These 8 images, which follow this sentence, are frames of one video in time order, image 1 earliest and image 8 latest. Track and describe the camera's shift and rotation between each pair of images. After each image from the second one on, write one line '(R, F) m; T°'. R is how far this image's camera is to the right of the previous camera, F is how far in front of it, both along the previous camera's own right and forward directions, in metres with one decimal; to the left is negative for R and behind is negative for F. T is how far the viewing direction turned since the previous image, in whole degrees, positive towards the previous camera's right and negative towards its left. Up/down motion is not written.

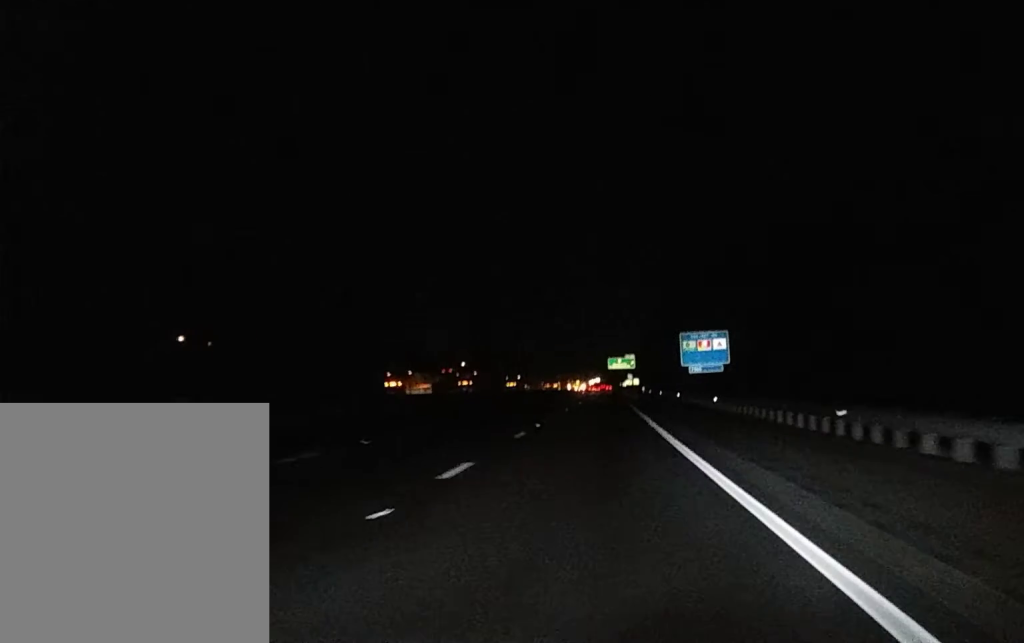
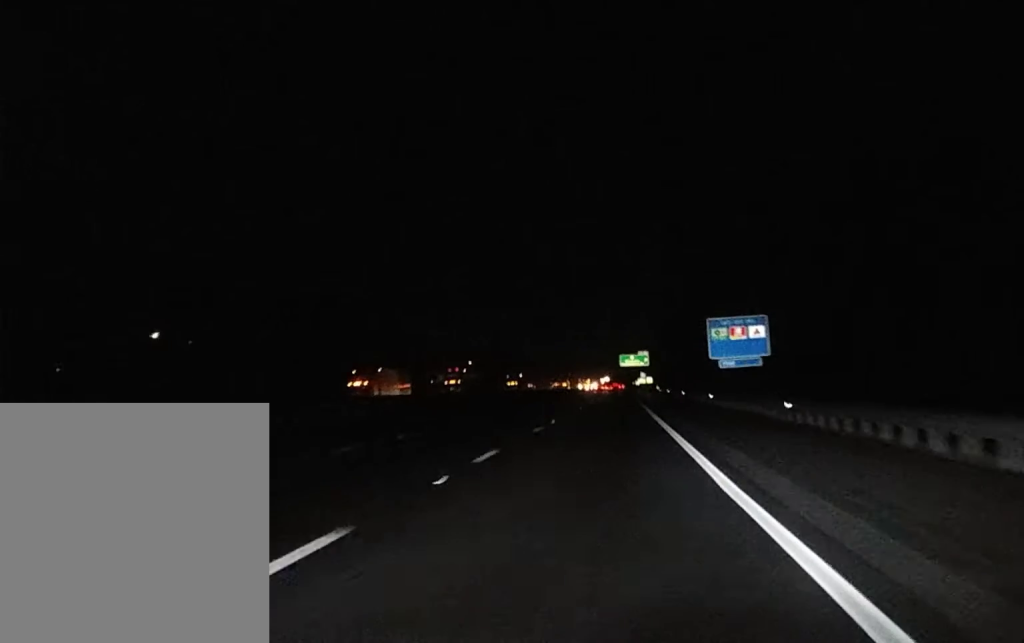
(0.0, +21.9) m; 0°
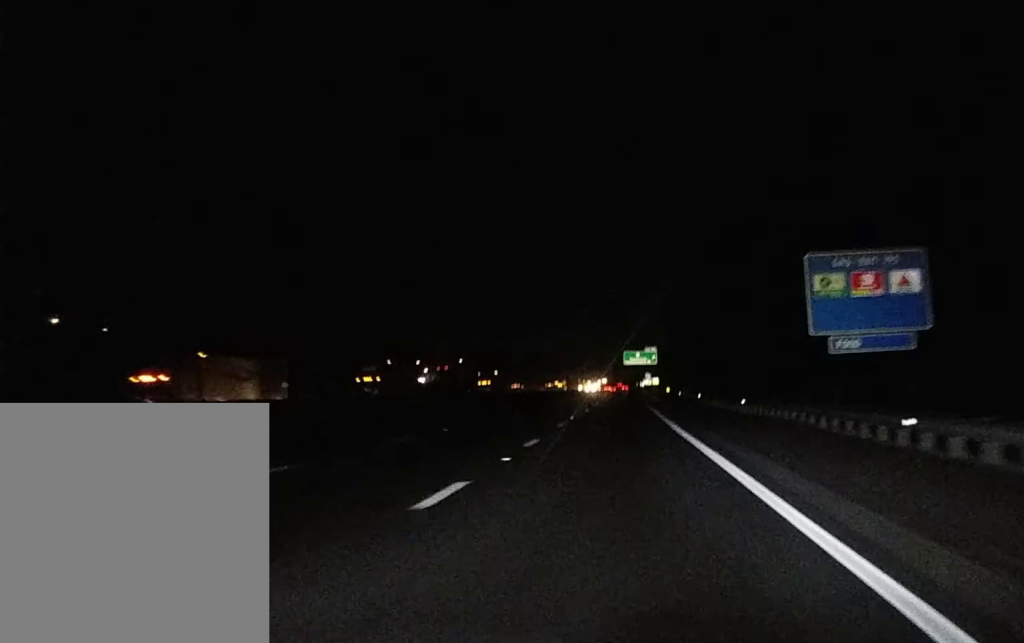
(-0.4, +42.5) m; 0°
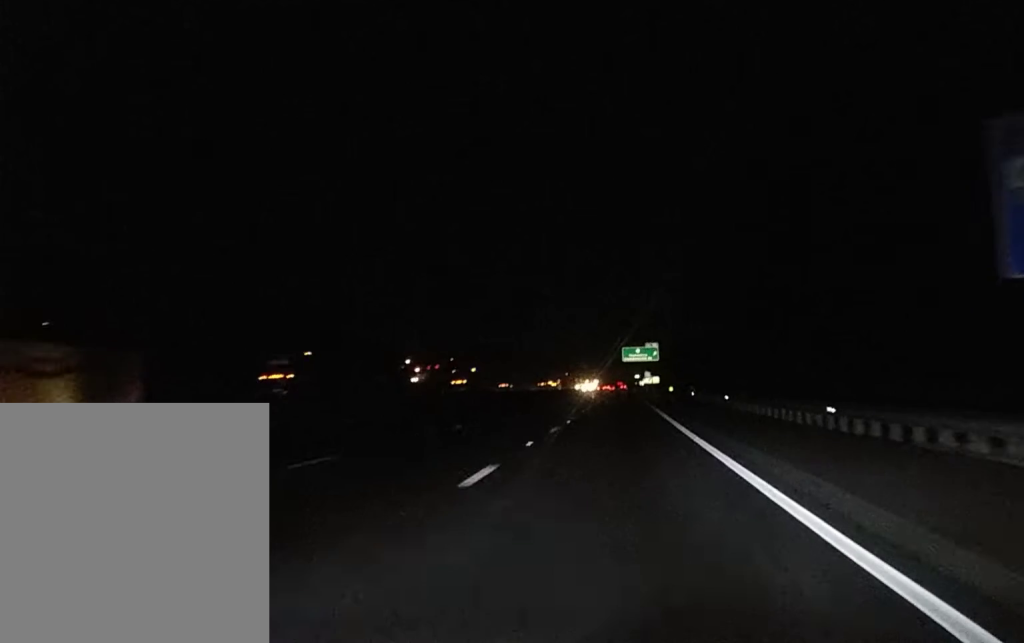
(+0.1, +22.3) m; 0°
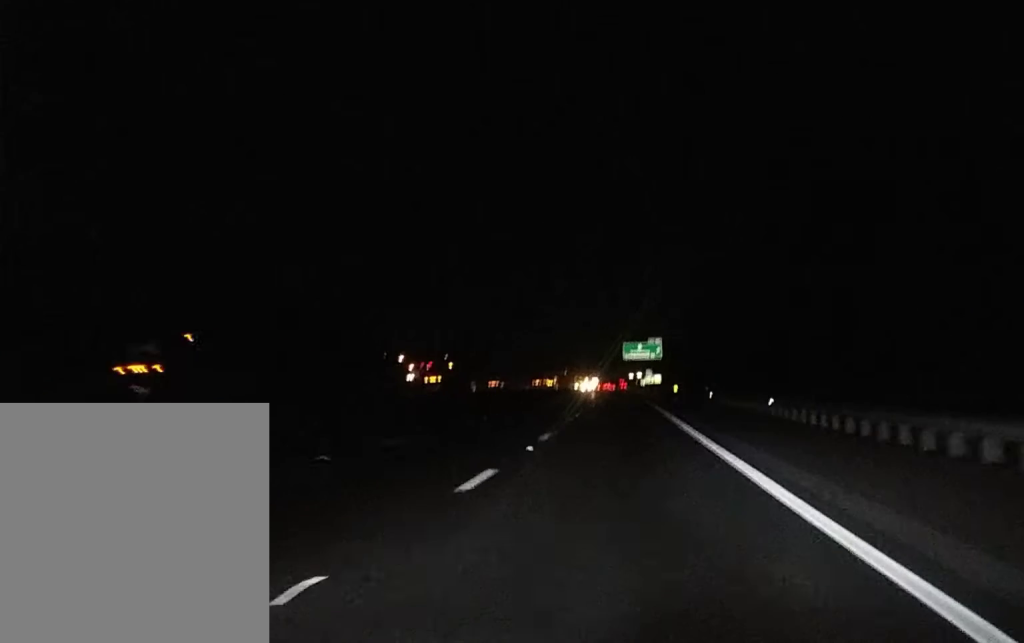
(+0.1, +14.3) m; 0°
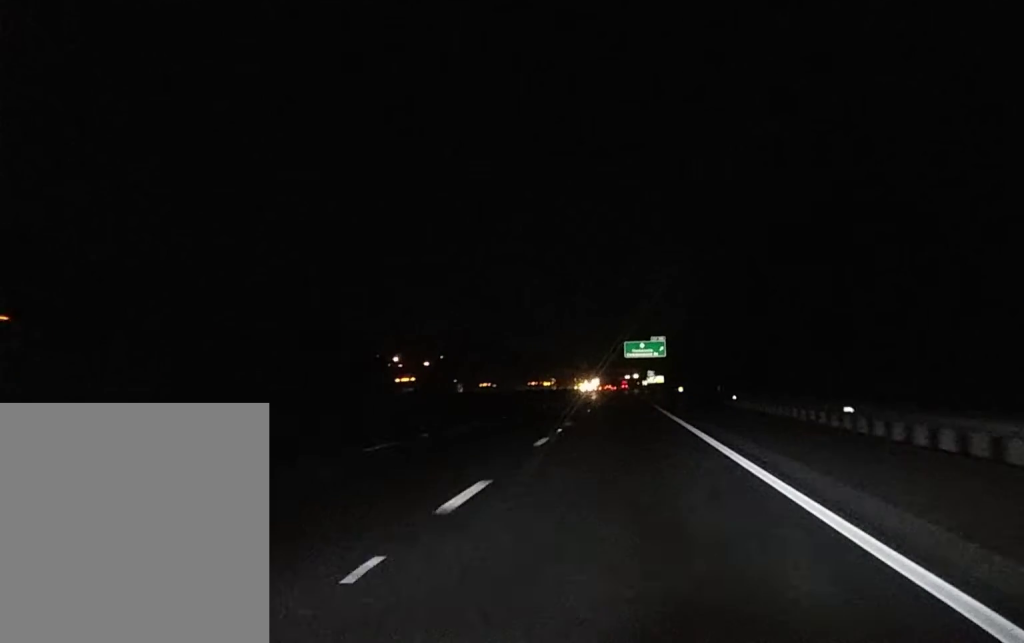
(0.0, +12.6) m; 0°
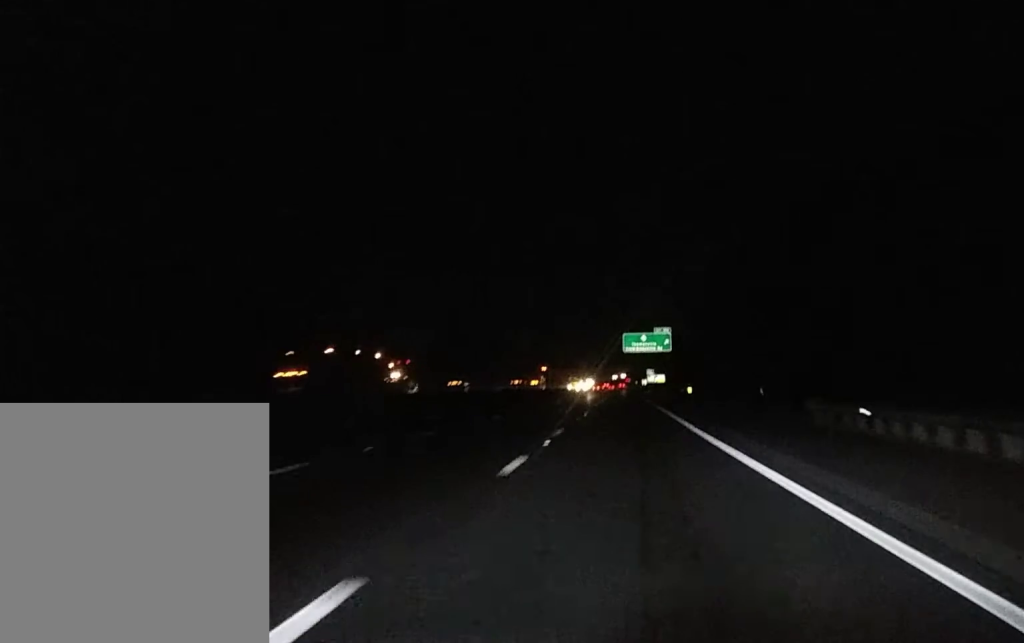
(0.0, +27.1) m; 0°
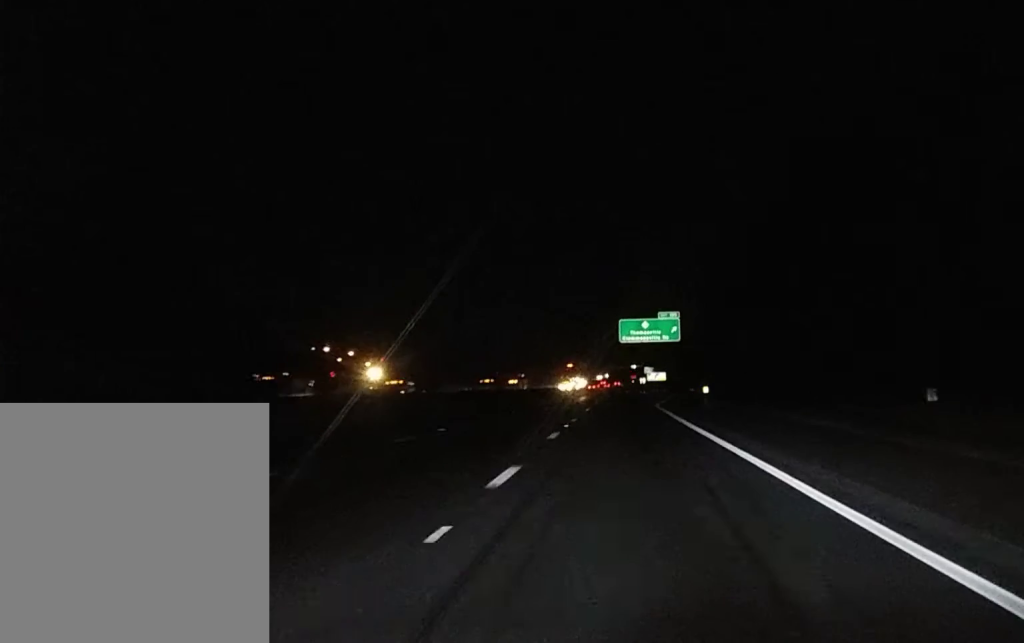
(0.0, +34.5) m; 0°
